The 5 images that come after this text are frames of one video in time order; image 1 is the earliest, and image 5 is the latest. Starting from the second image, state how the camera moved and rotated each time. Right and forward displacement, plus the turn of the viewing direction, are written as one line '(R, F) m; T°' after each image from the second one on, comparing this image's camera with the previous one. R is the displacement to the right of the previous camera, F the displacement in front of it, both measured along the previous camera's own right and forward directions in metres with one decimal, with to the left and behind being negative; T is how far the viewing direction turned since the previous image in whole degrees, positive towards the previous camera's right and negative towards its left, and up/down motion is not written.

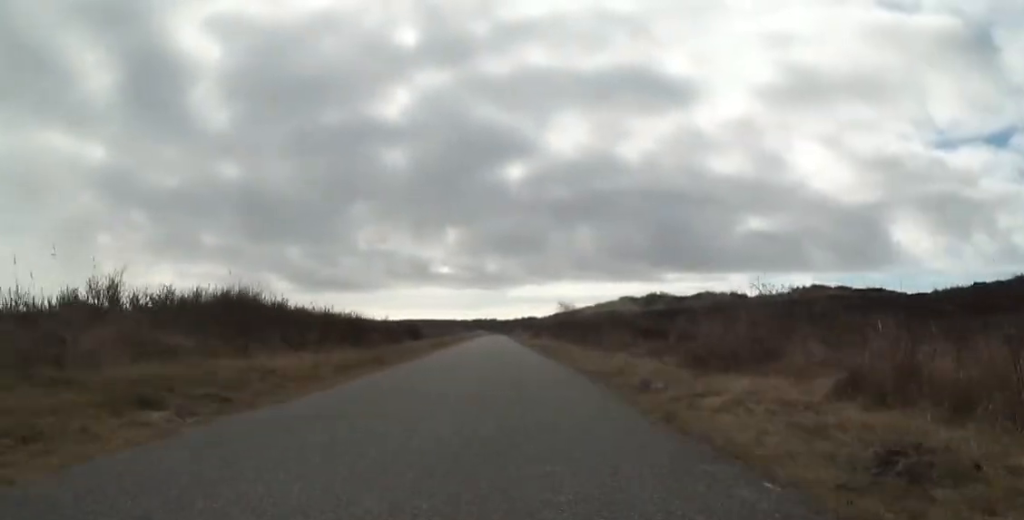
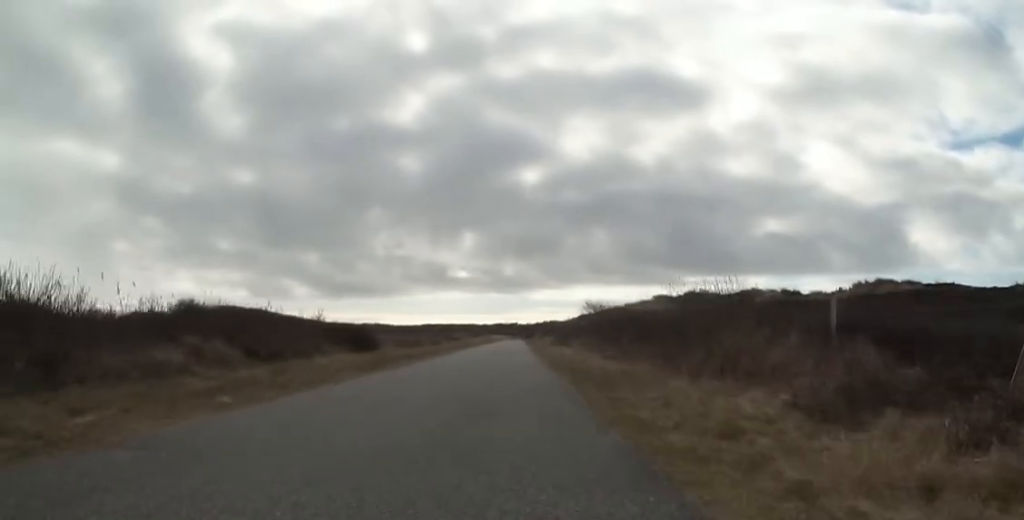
(-0.1, +10.8) m; -5°
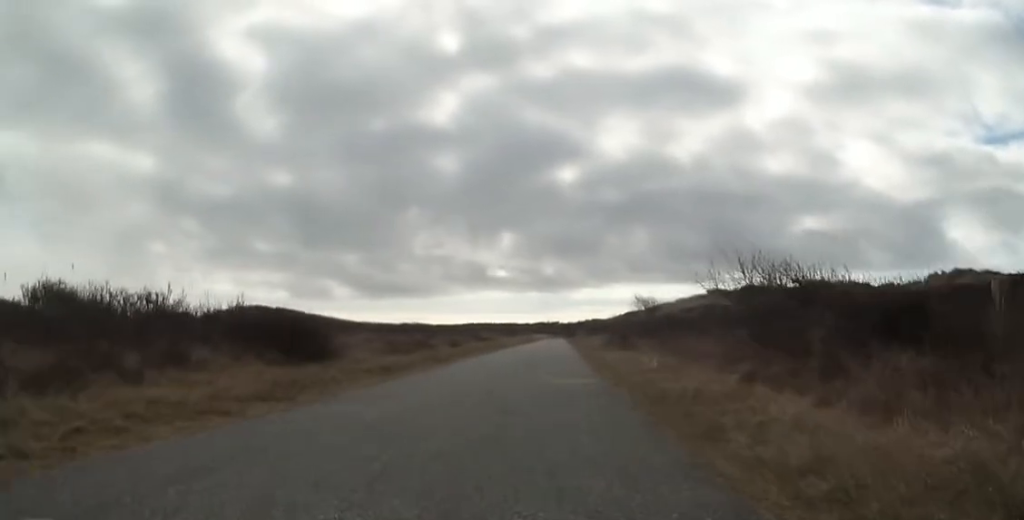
(-0.7, +7.2) m; -3°
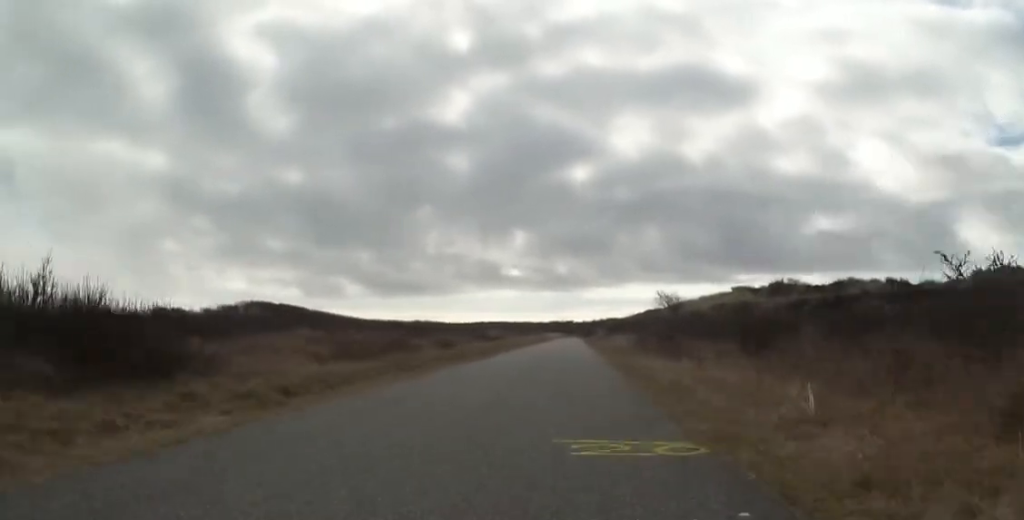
(+0.3, +5.1) m; +5°
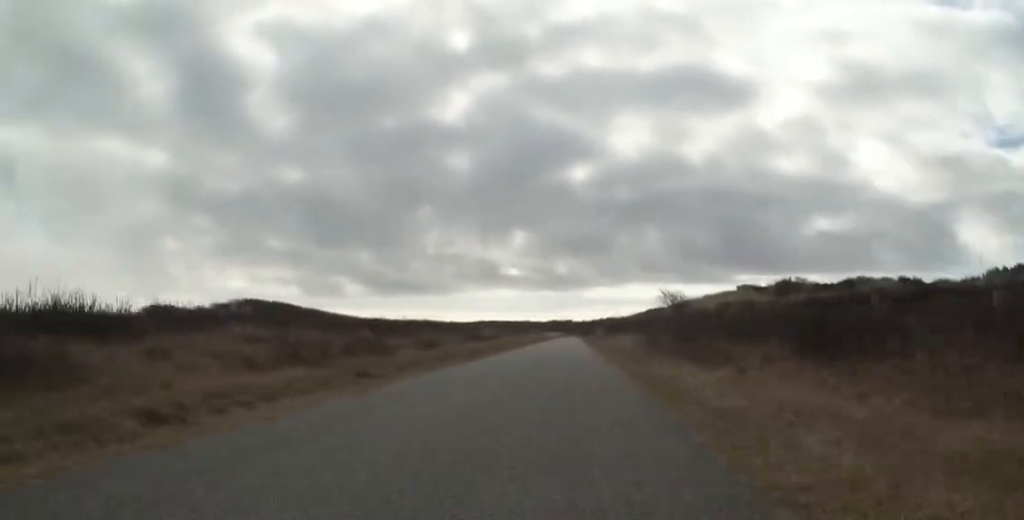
(+0.1, +2.5) m; +3°
